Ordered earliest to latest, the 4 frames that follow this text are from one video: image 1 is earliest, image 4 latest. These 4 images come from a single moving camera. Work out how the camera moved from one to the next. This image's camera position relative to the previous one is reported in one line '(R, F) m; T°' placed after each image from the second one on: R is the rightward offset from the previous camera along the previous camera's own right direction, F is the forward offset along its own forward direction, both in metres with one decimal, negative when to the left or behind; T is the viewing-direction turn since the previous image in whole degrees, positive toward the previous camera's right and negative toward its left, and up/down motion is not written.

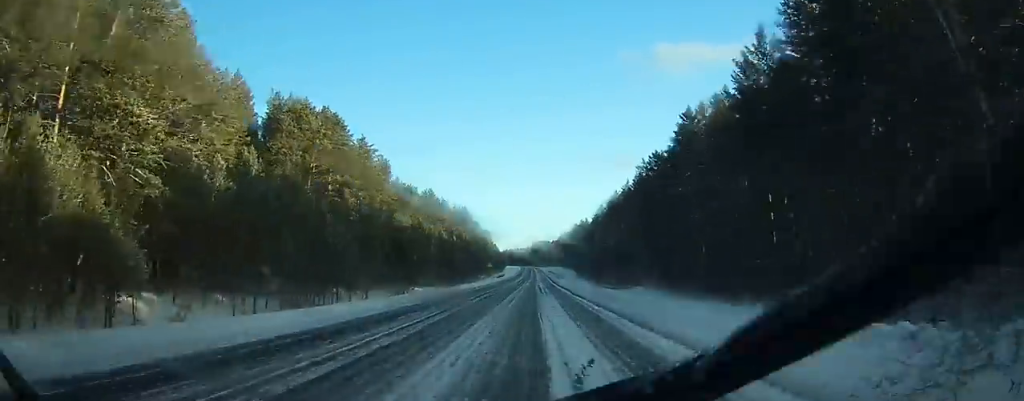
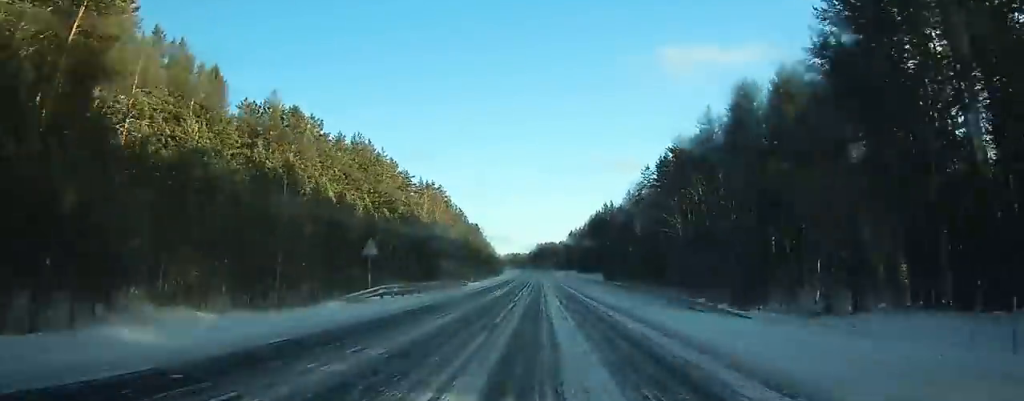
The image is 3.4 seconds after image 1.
(+0.4, +79.9) m; 0°
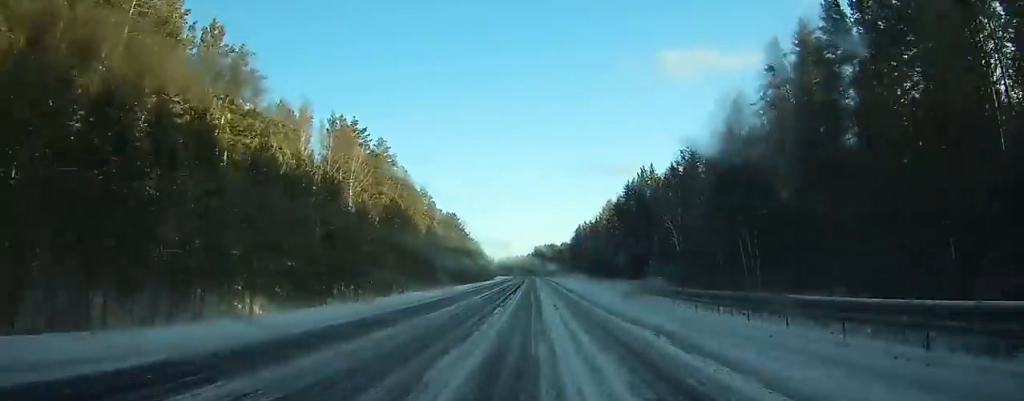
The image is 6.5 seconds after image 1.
(-0.2, +72.0) m; -1°
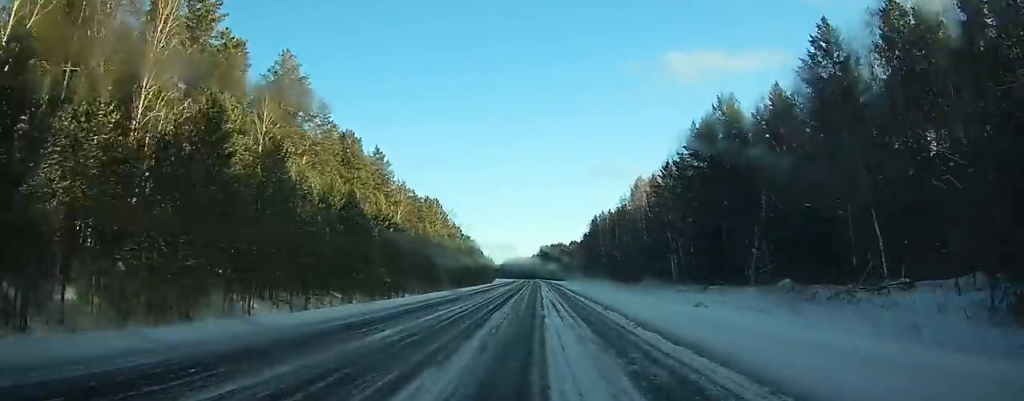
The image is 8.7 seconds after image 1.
(-0.4, +49.8) m; 0°
